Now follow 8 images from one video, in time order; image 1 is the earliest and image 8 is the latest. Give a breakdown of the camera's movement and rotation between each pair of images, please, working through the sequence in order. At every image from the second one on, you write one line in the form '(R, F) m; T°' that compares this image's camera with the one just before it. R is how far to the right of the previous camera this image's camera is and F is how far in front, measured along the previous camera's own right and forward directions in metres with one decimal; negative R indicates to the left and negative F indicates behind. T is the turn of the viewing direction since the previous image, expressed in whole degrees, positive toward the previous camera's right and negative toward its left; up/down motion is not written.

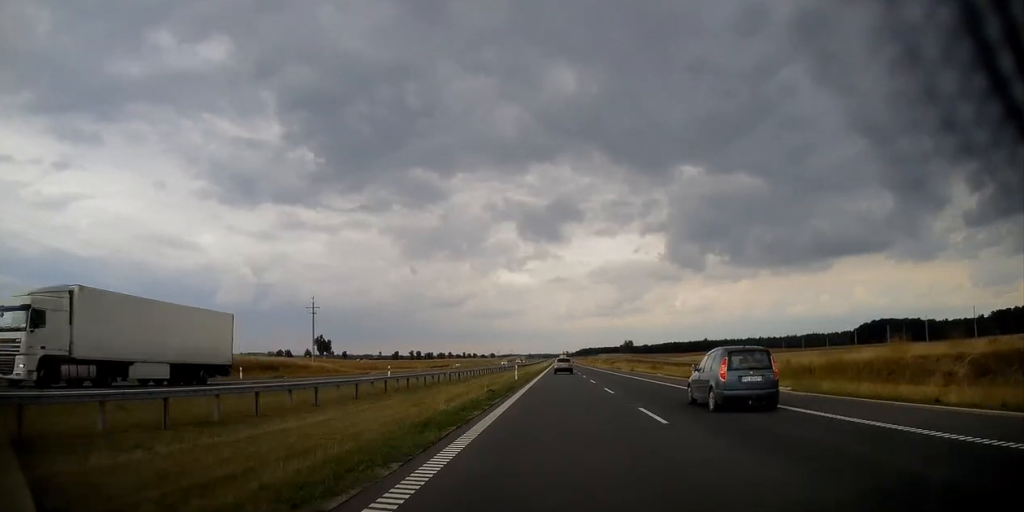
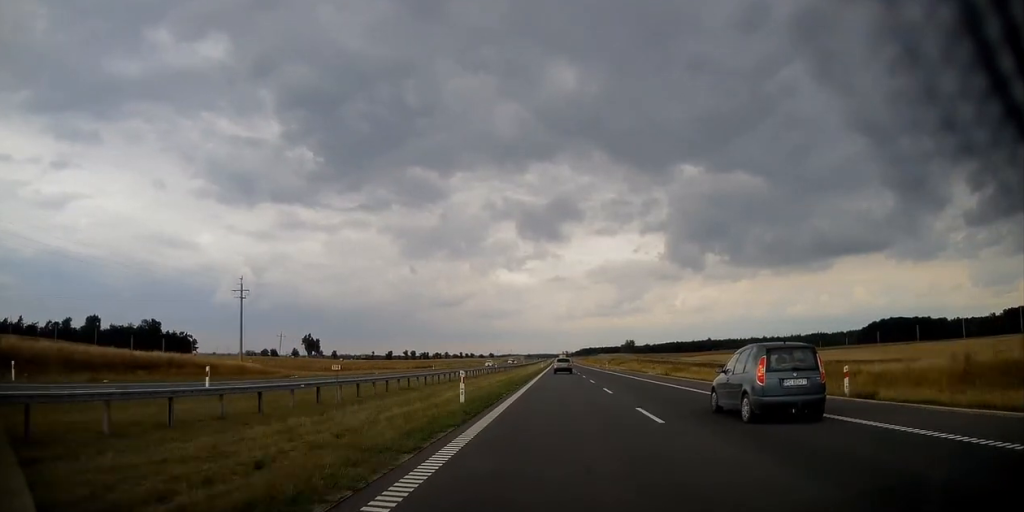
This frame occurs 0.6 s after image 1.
(+0.1, +23.8) m; 0°
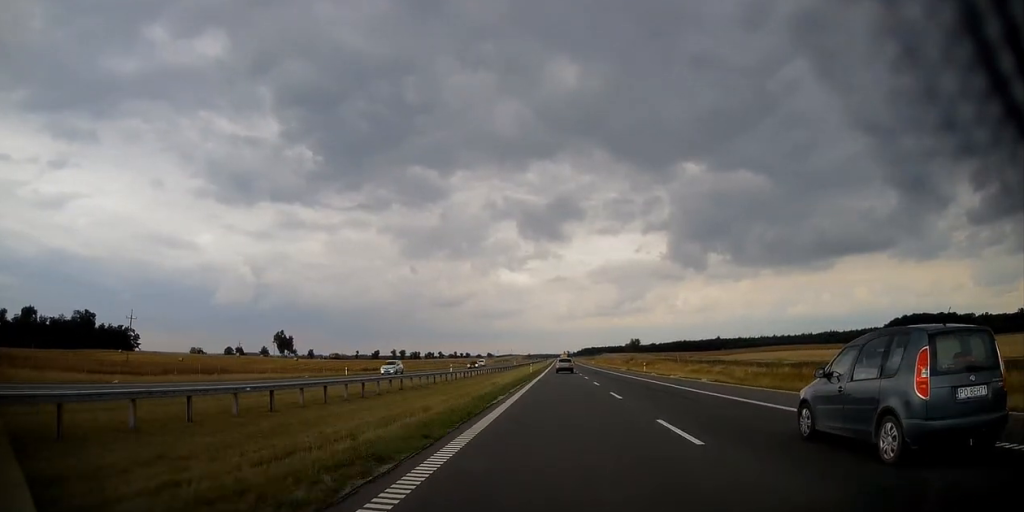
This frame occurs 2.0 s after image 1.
(-0.1, +50.1) m; 0°
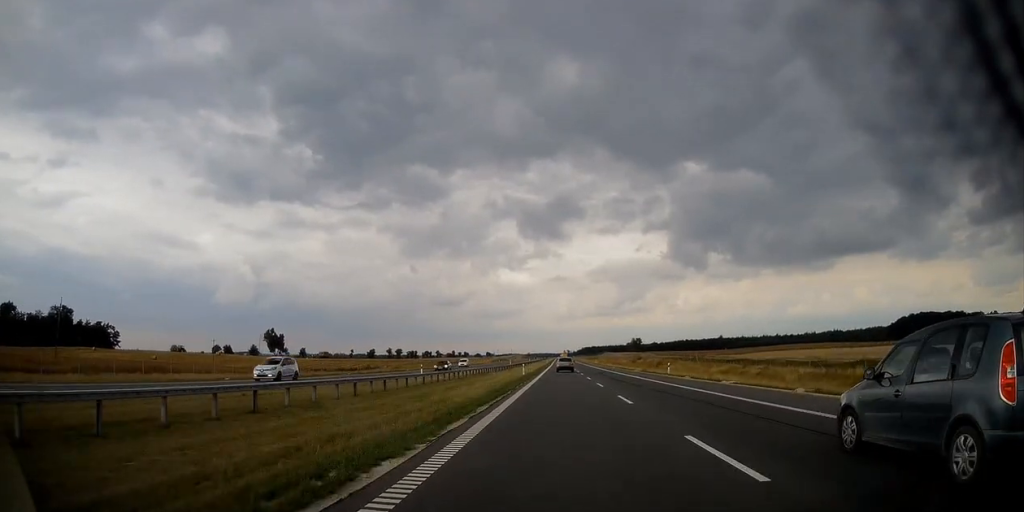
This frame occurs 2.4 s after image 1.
(0.0, +15.0) m; 0°
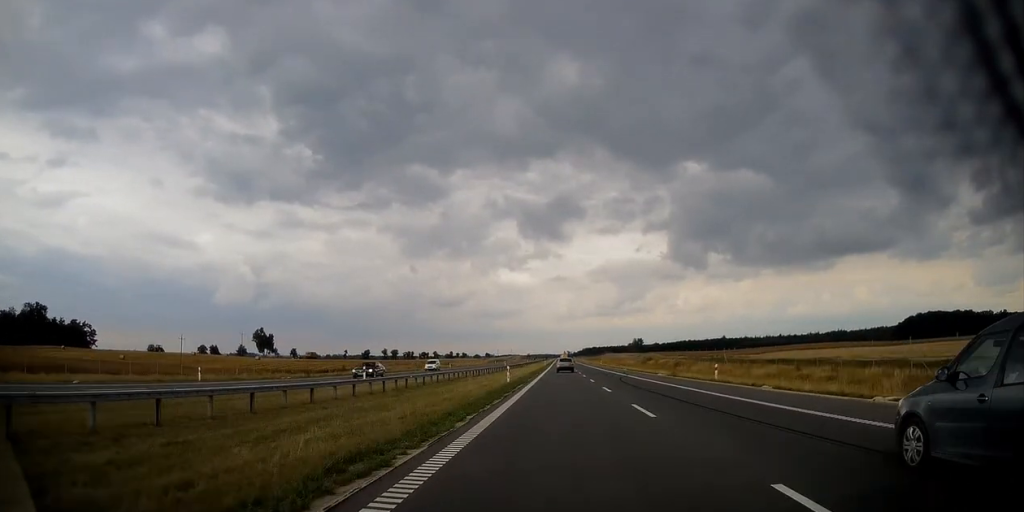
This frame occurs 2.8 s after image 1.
(-0.1, +16.2) m; 0°
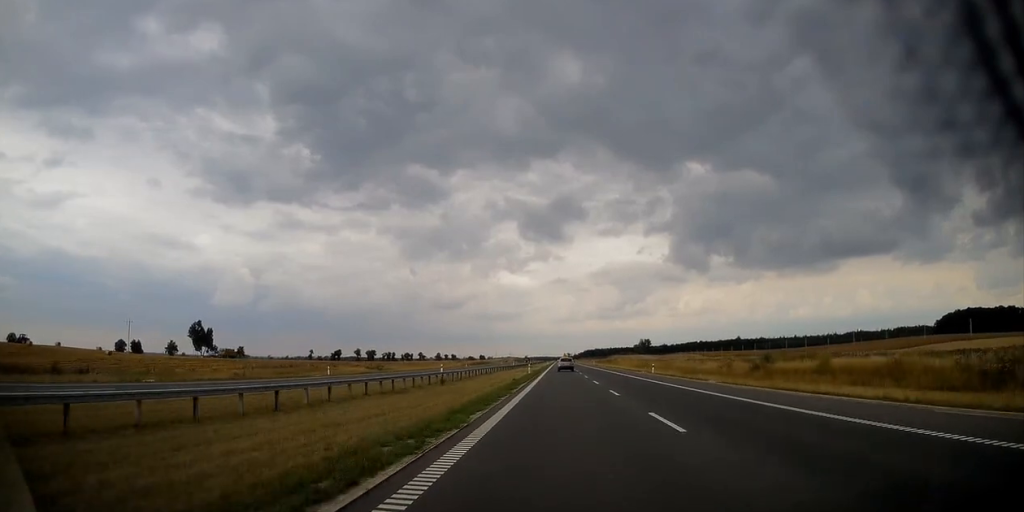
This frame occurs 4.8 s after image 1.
(+0.1, +75.0) m; 0°
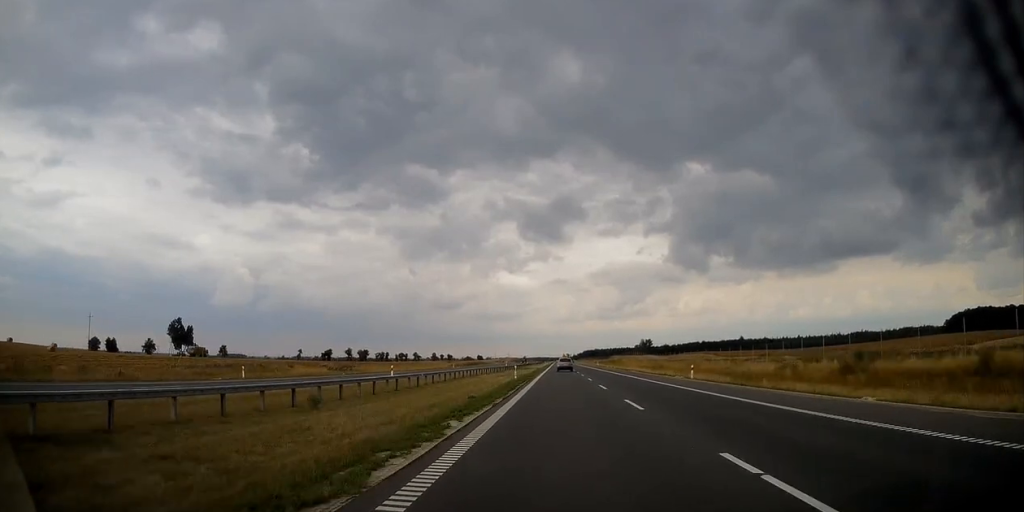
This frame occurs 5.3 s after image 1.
(0.0, +18.8) m; 0°
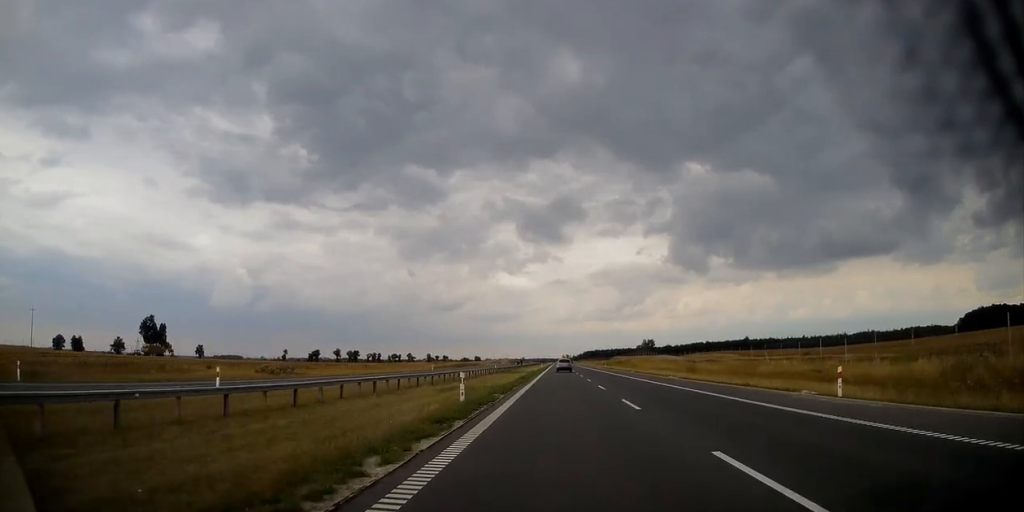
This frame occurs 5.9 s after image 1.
(0.0, +23.8) m; 0°
